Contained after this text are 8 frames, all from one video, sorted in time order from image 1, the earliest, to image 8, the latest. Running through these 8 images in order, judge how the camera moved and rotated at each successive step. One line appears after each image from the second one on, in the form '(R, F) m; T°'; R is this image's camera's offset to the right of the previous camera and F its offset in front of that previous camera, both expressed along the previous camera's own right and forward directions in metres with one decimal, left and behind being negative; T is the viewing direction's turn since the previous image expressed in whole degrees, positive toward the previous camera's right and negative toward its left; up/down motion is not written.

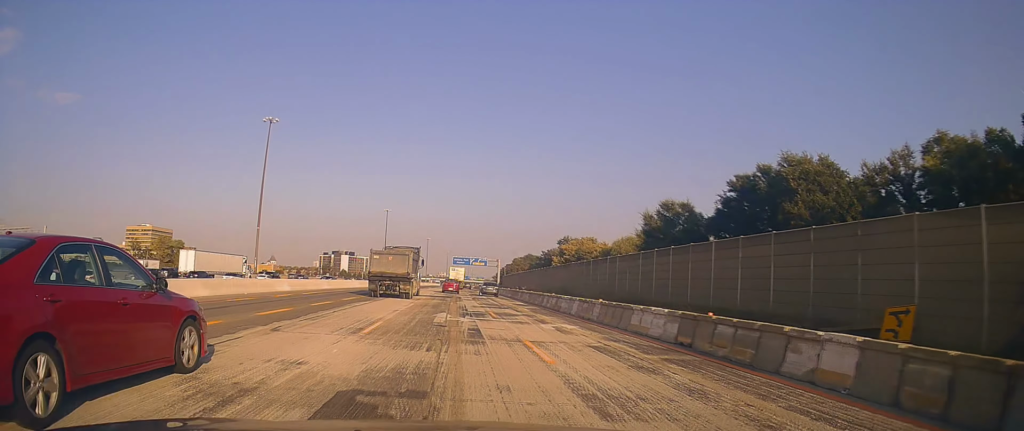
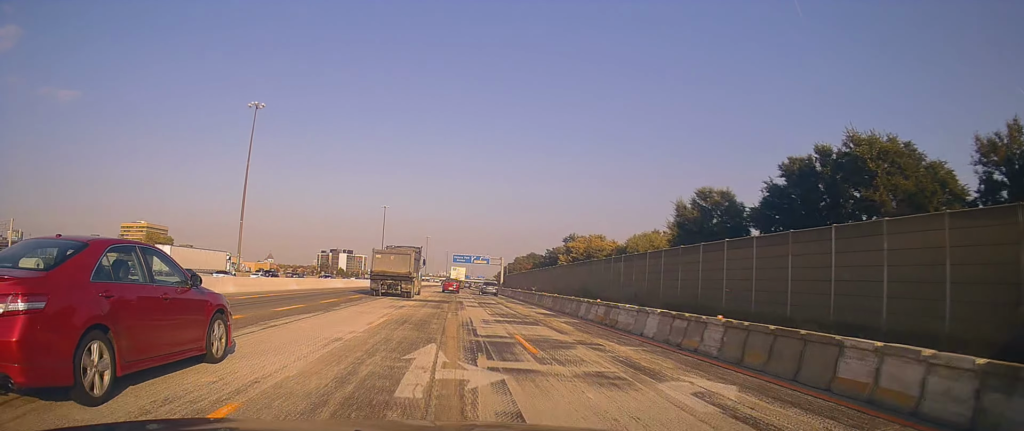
(0.0, +10.7) m; 0°
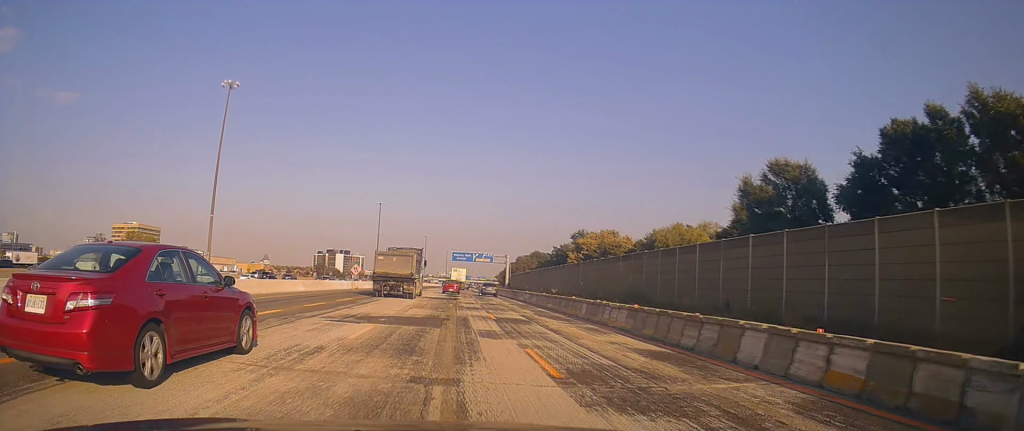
(+0.4, +14.9) m; 0°
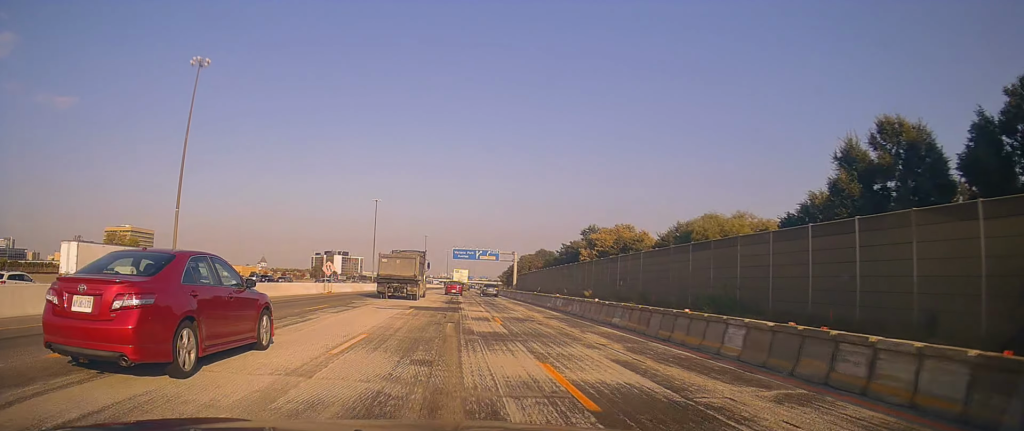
(-0.3, +14.2) m; -1°
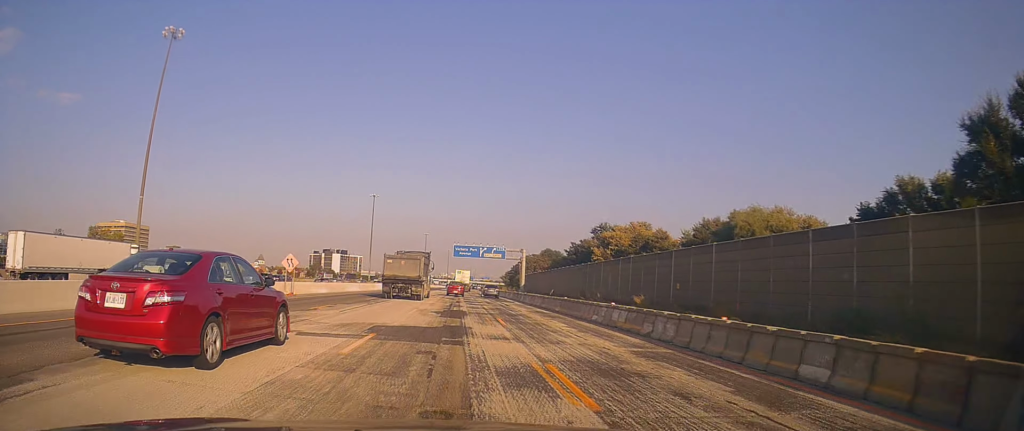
(-0.1, +12.0) m; -1°
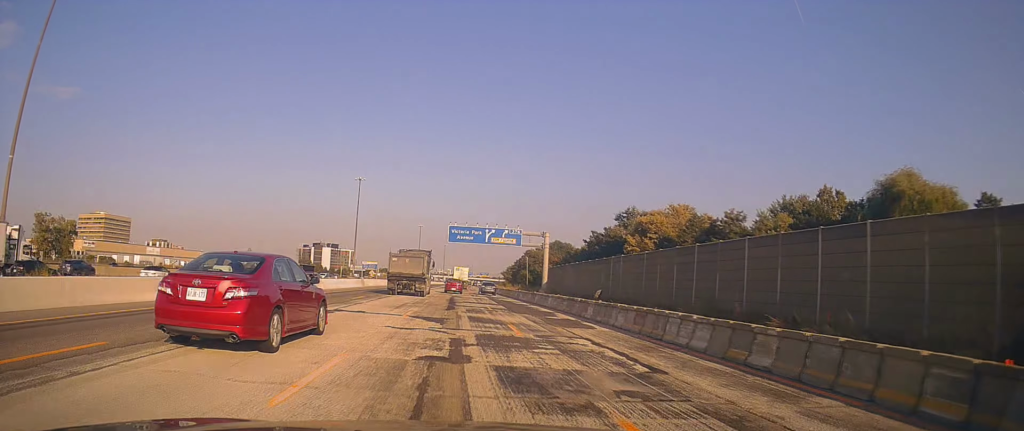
(0.0, +28.3) m; 0°
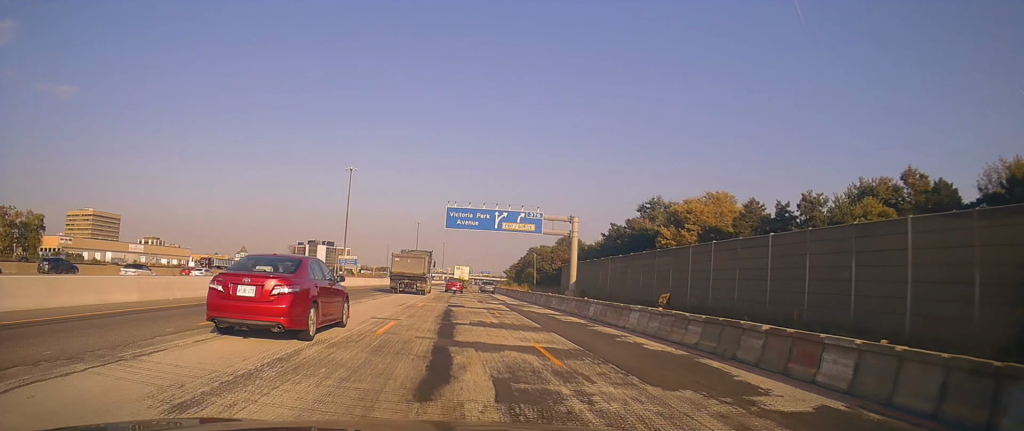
(0.0, +17.5) m; 0°
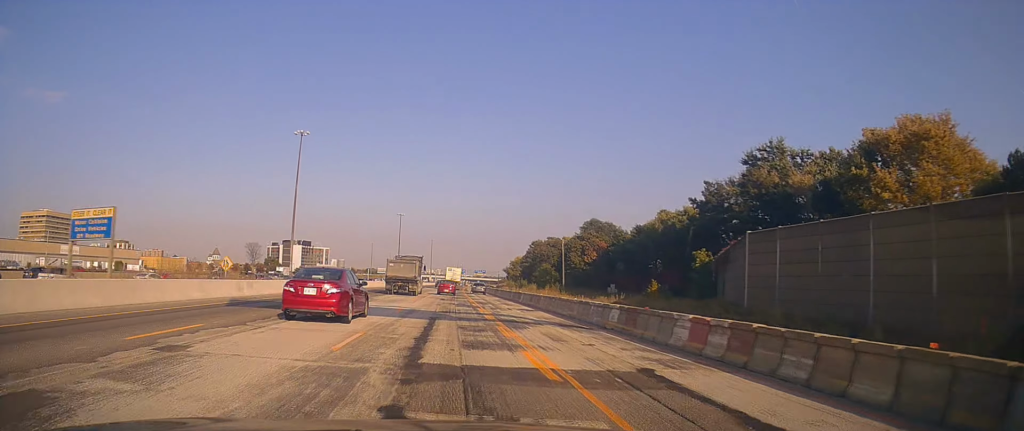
(+0.7, +50.2) m; +1°
